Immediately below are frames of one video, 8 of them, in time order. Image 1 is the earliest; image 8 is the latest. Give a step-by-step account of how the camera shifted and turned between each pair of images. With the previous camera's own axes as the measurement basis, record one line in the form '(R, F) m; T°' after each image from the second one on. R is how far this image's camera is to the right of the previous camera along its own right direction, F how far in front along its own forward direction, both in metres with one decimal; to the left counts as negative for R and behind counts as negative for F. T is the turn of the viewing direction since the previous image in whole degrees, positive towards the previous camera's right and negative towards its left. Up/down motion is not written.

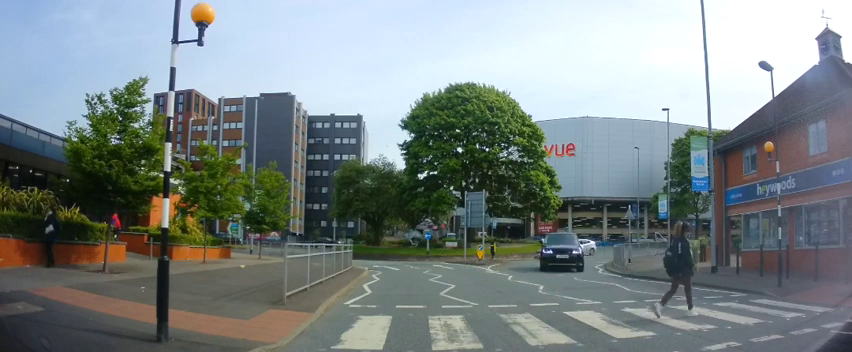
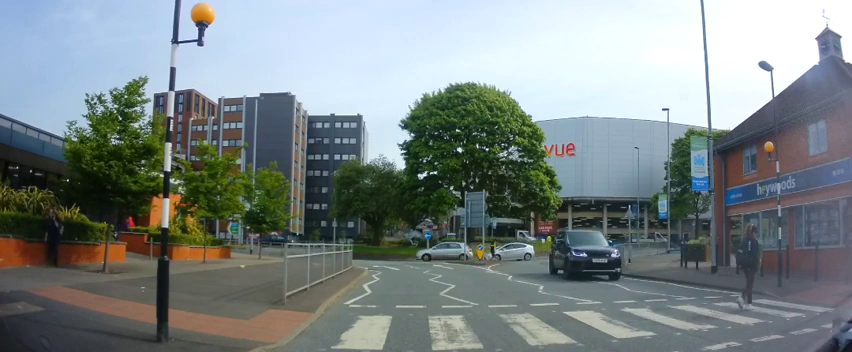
(0.0, 0.0) m; 0°
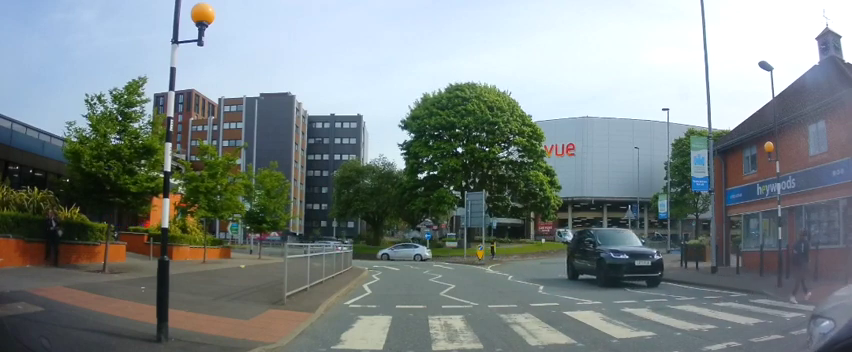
(0.0, 0.0) m; 0°
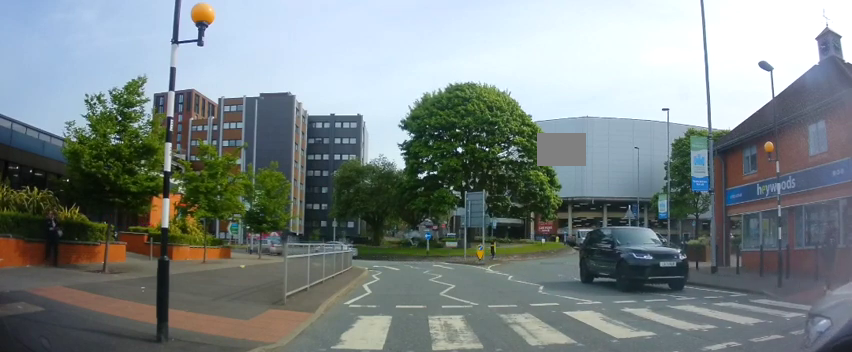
(0.0, 0.0) m; 0°
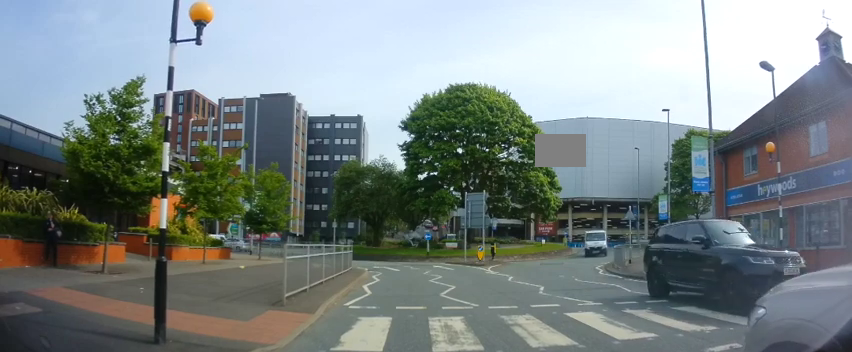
(0.0, 0.0) m; 0°
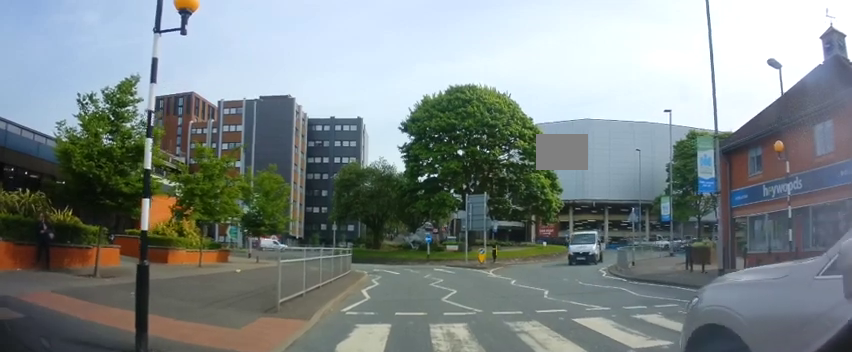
(0.0, +0.3) m; 0°
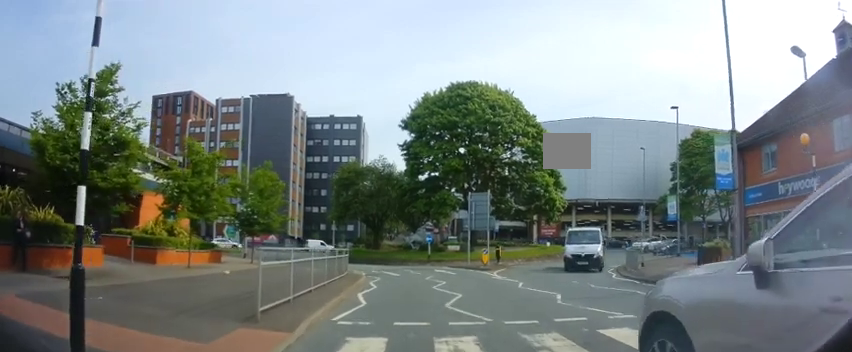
(-0.1, +0.8) m; 0°
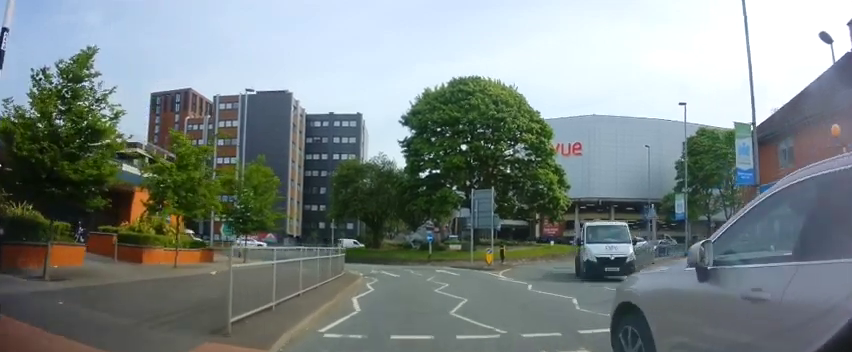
(+0.2, +1.1) m; 0°
